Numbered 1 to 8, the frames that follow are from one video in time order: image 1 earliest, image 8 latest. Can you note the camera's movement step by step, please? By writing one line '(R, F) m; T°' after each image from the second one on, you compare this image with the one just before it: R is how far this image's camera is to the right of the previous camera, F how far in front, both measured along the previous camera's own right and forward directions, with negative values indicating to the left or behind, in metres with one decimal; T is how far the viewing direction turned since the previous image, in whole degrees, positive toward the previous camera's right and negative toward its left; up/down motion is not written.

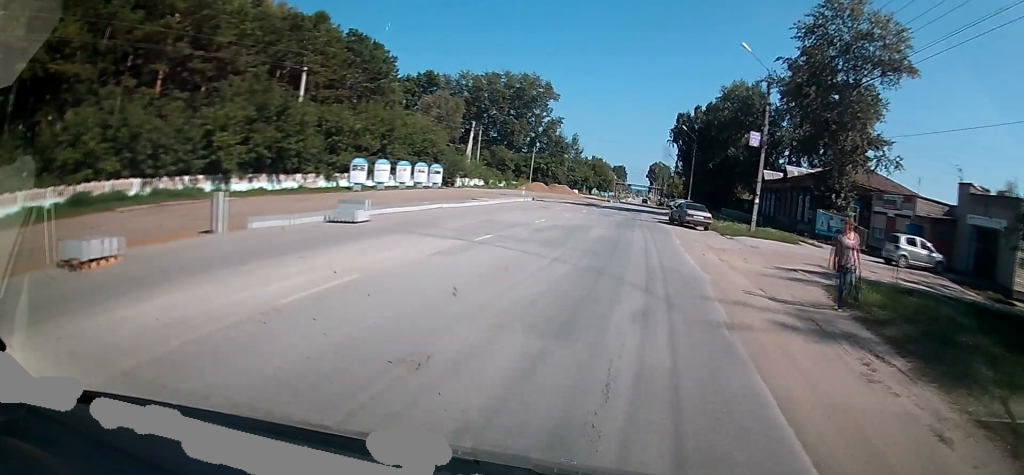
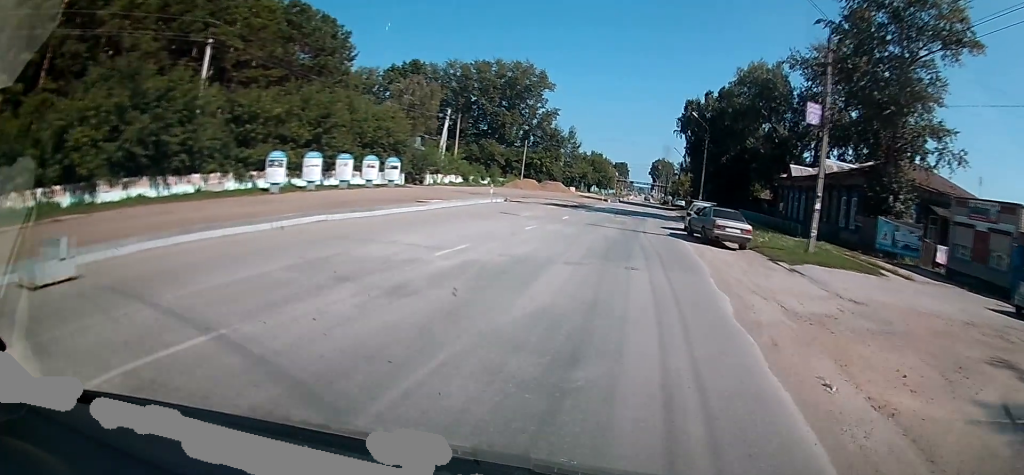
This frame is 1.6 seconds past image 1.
(-0.1, +11.2) m; -1°
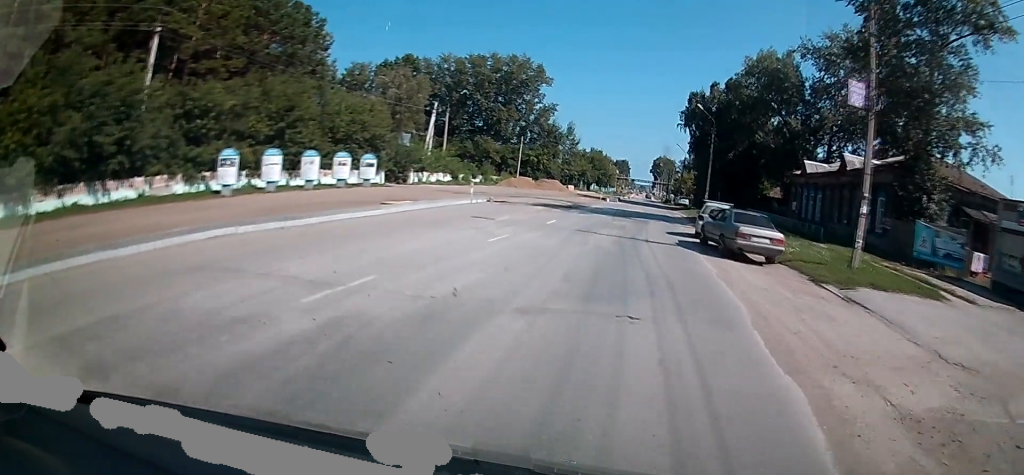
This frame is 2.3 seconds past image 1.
(0.0, +4.6) m; 0°
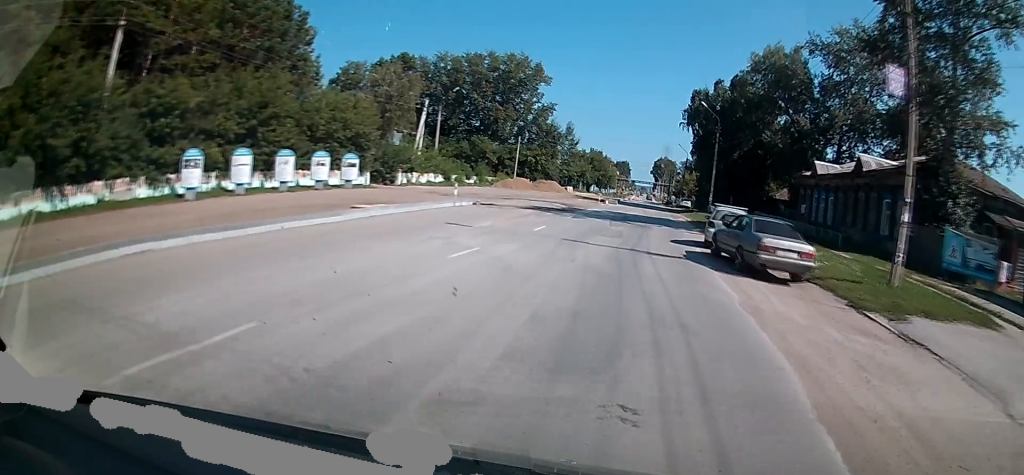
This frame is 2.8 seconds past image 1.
(0.0, +3.0) m; 0°
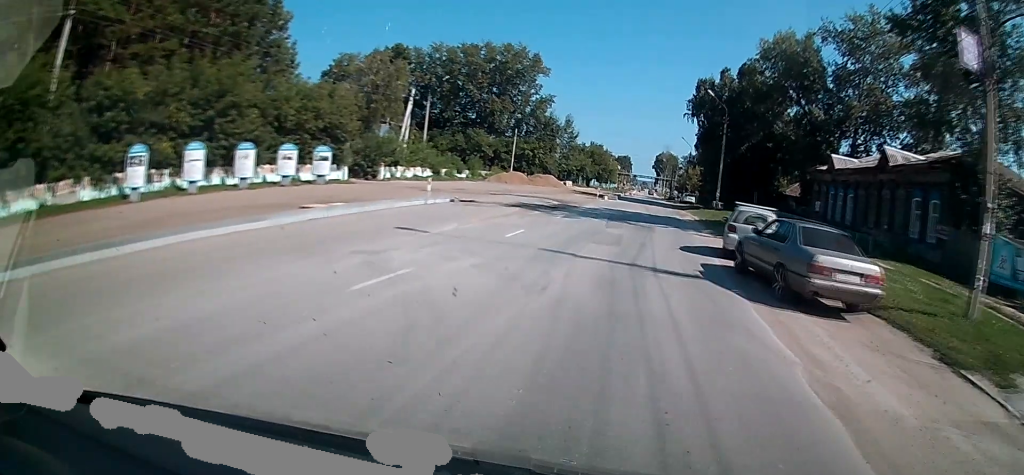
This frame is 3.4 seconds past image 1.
(0.0, +4.1) m; 0°
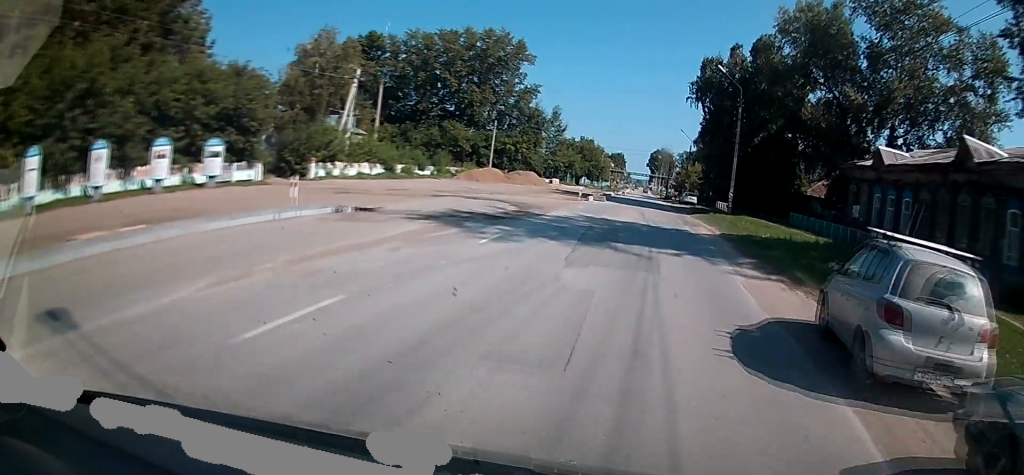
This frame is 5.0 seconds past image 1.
(+0.1, +10.6) m; +1°
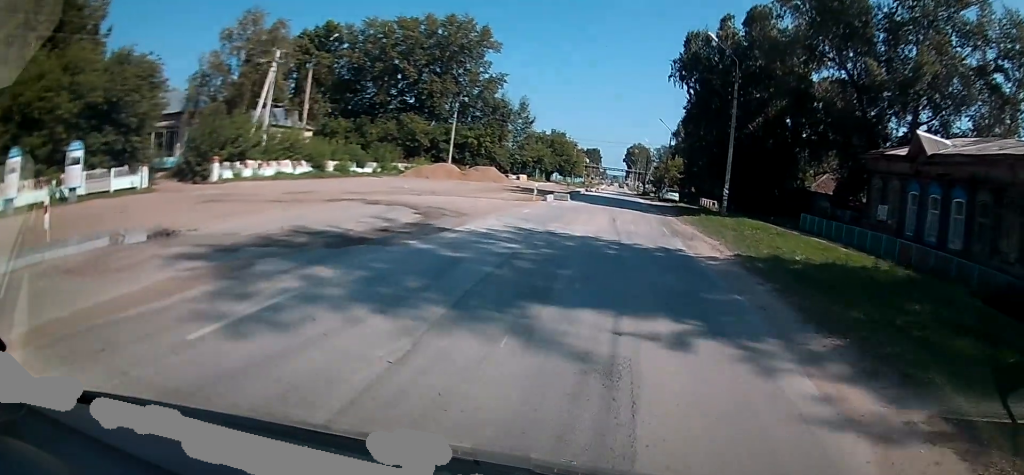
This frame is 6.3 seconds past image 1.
(+0.1, +8.4) m; +1°
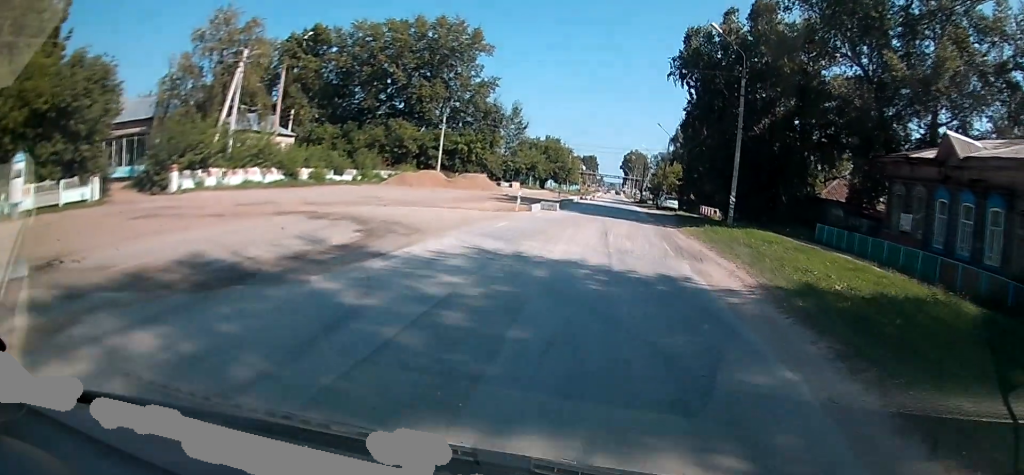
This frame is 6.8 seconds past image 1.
(0.0, +3.5) m; 0°
